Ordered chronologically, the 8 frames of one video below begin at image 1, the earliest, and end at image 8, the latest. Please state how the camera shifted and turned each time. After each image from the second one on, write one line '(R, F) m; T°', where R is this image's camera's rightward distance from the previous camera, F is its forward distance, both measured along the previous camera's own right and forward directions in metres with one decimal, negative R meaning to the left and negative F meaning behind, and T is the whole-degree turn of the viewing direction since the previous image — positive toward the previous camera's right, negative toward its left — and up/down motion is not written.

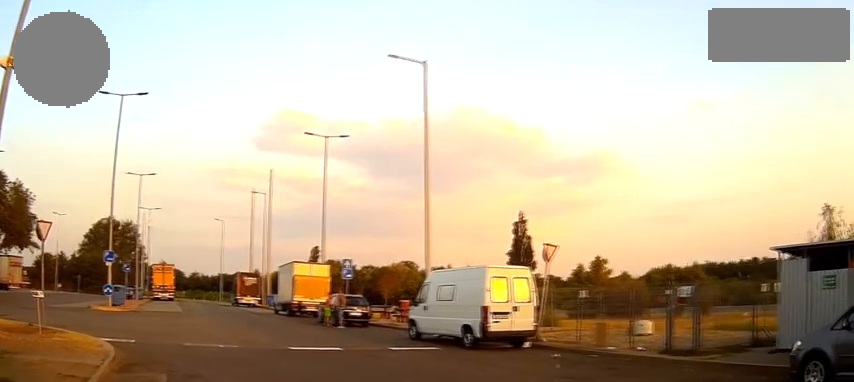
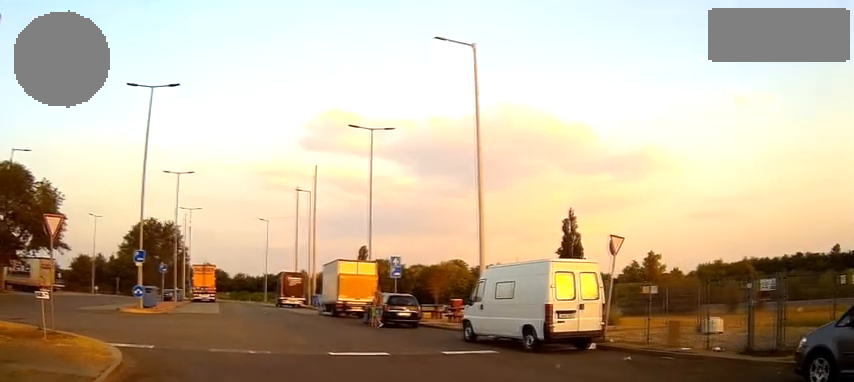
(0.0, +1.7) m; -2°
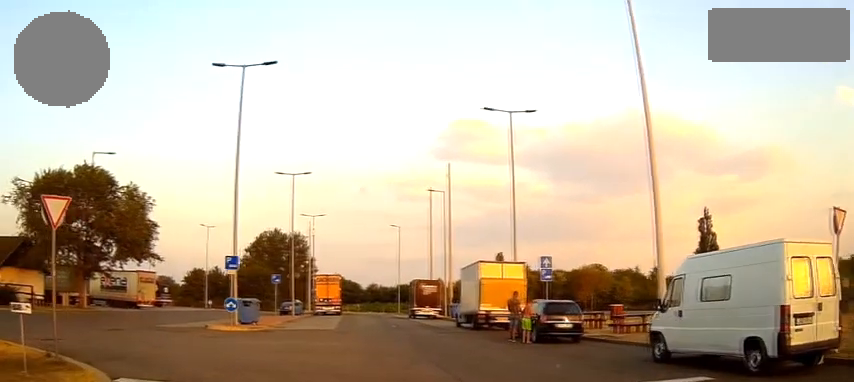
(-0.3, +4.6) m; -12°
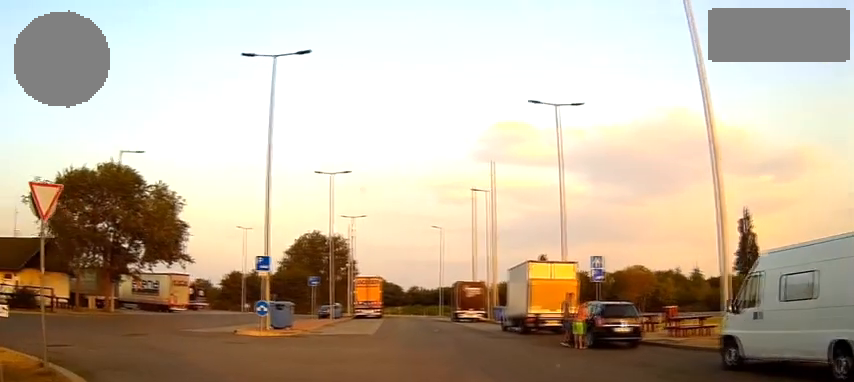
(-0.1, +1.6) m; -5°
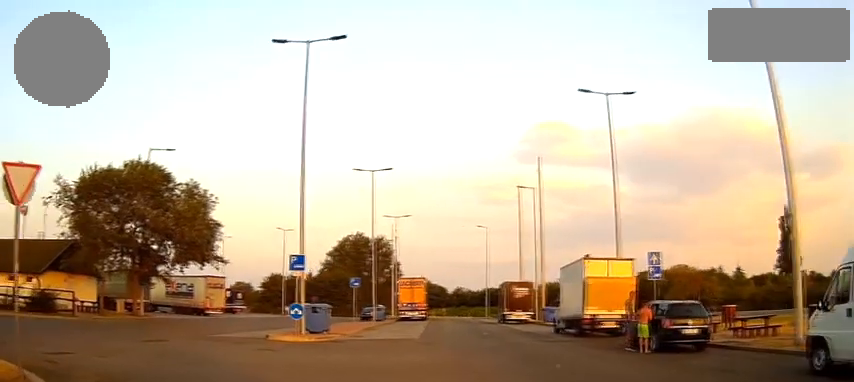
(-0.1, +1.8) m; -5°
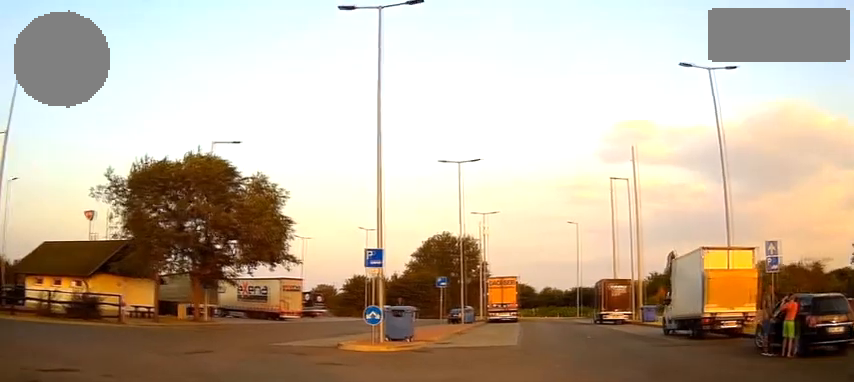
(-0.2, +3.5) m; -8°
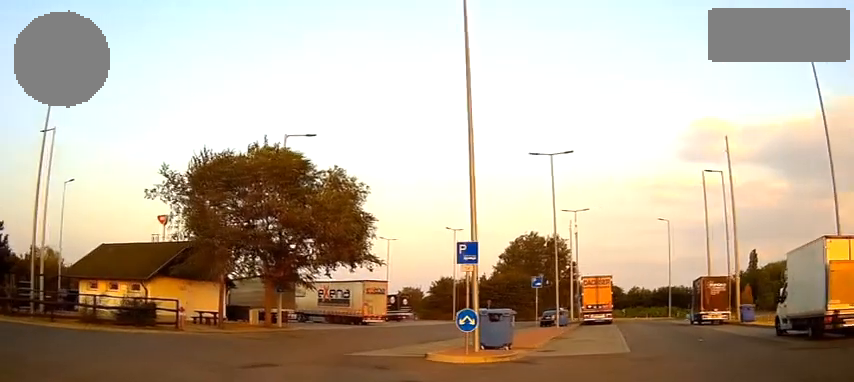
(0.0, +2.8) m; -7°
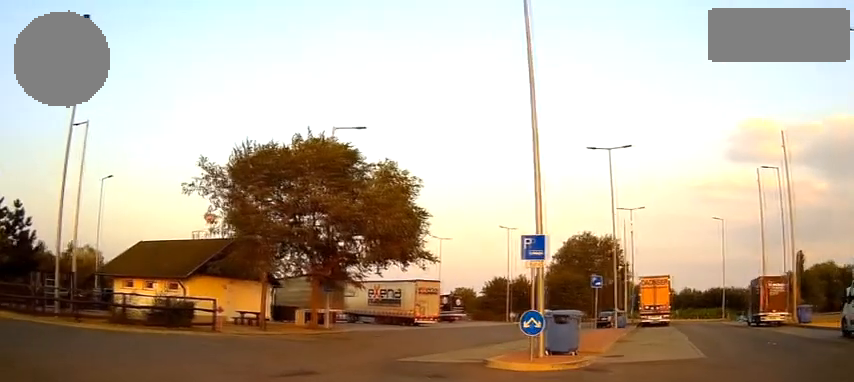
(-0.2, +1.7) m; -4°
